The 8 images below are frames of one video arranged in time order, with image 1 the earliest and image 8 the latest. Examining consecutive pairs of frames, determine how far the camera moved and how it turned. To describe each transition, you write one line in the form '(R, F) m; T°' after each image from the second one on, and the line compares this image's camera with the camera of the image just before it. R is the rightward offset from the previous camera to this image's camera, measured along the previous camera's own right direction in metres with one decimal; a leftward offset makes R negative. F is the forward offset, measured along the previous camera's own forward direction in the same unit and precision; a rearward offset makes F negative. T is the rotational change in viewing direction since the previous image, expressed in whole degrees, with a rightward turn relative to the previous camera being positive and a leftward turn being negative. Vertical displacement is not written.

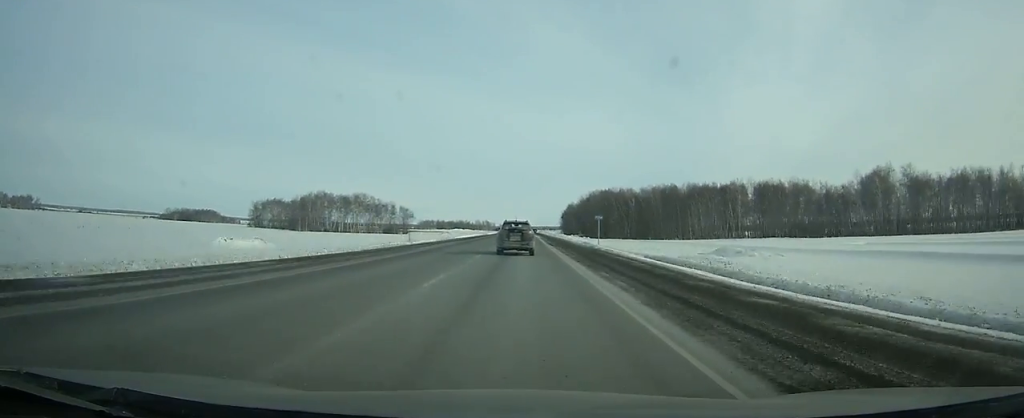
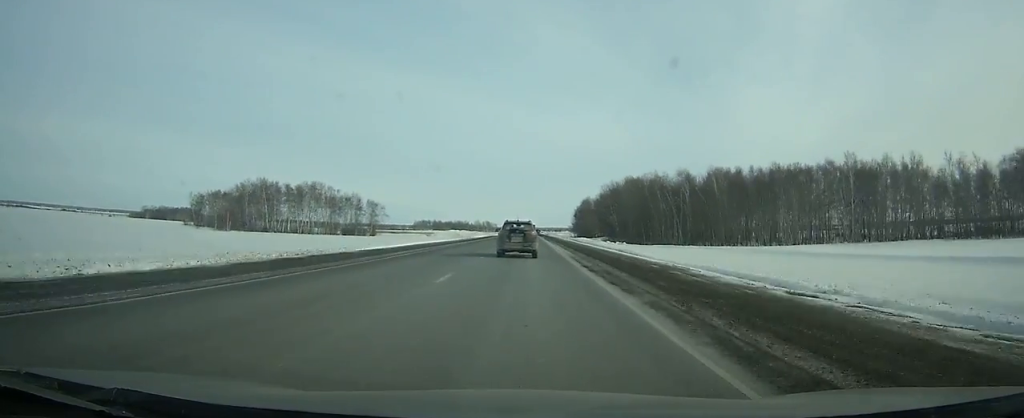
(0.0, +58.1) m; 0°
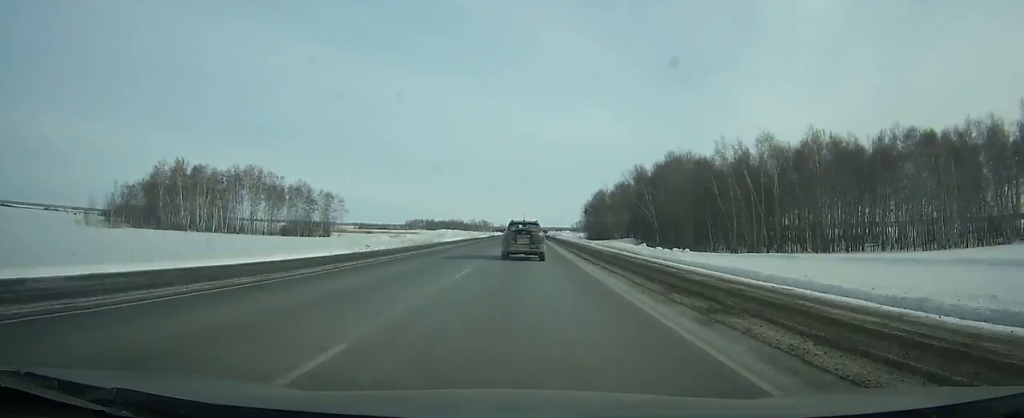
(0.0, +47.4) m; 0°
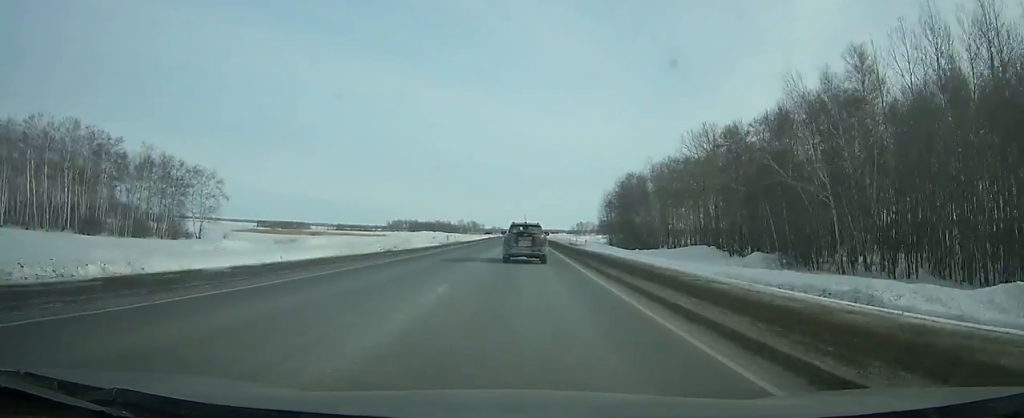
(+0.1, +66.2) m; 0°
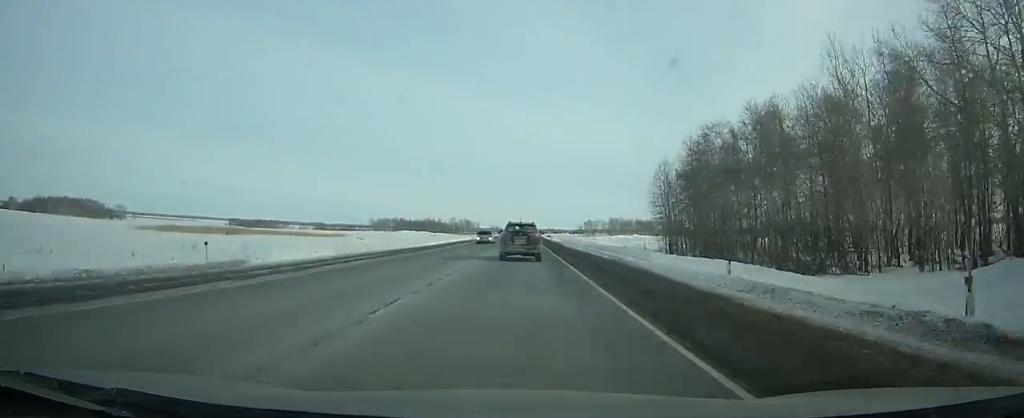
(+0.1, +63.2) m; 0°
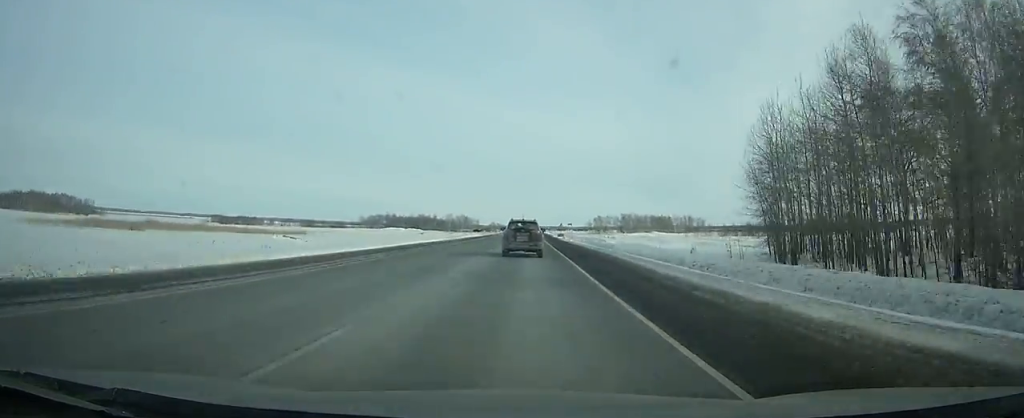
(0.0, +41.1) m; 0°
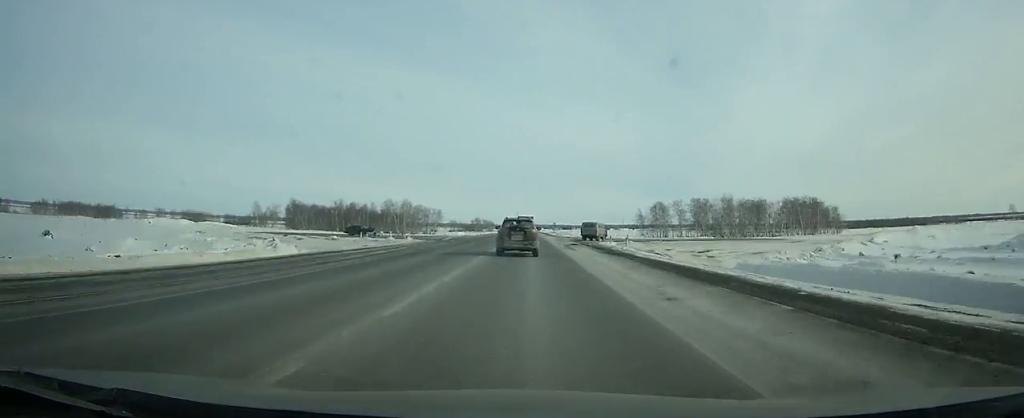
(0.0, +182.2) m; 0°
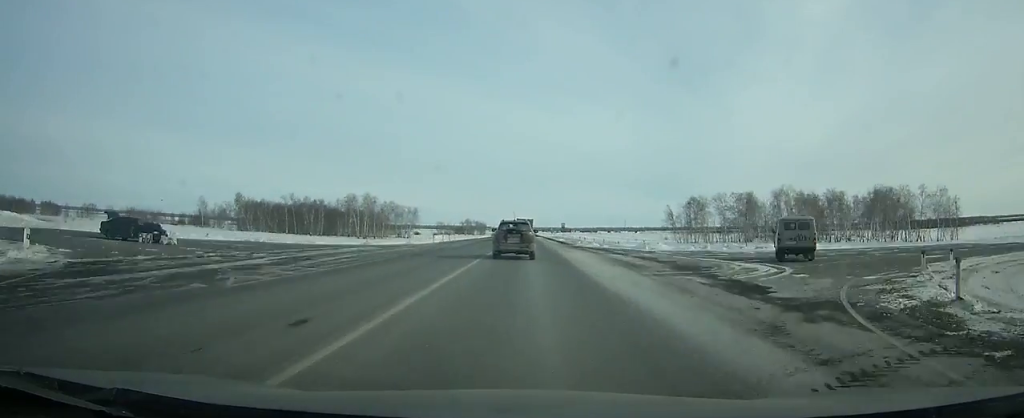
(0.0, +49.5) m; 0°
